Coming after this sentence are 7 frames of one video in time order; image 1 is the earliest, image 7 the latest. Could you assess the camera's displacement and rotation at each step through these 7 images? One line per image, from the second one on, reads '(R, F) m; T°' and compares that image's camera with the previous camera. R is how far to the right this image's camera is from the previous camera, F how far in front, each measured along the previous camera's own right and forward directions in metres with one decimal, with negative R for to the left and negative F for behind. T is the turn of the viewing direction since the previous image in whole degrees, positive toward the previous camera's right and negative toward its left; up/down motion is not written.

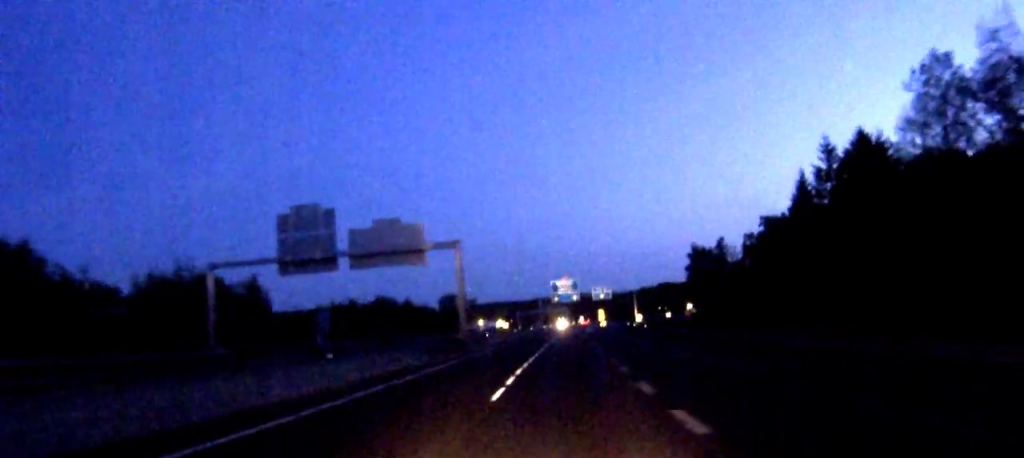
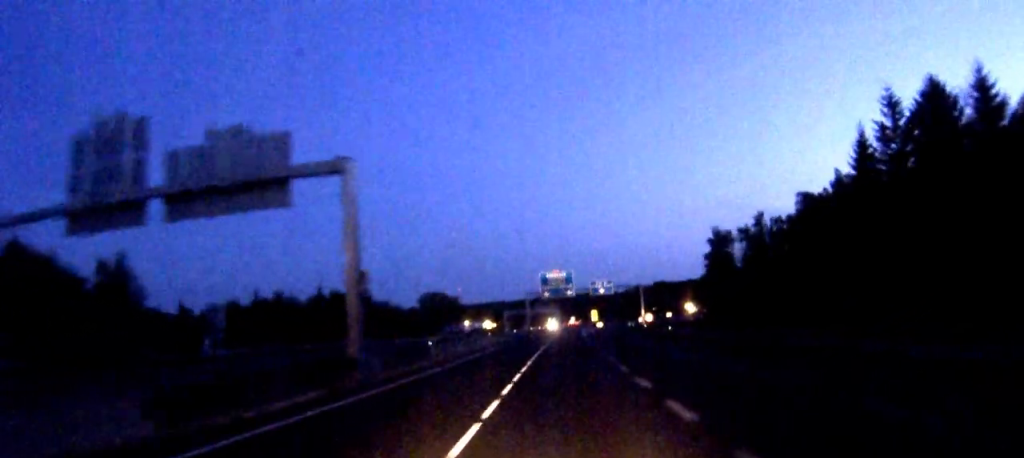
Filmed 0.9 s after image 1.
(+0.3, +24.0) m; +1°
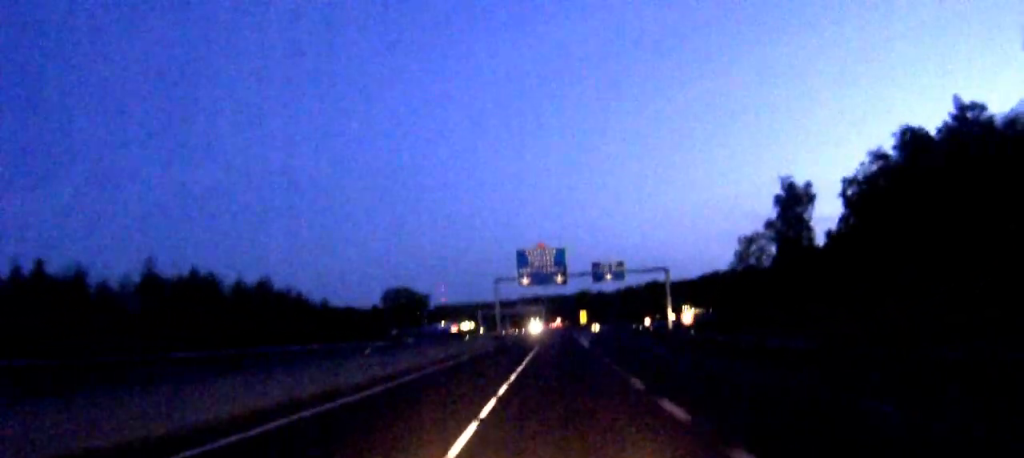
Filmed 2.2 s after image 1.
(+0.2, +37.4) m; 0°
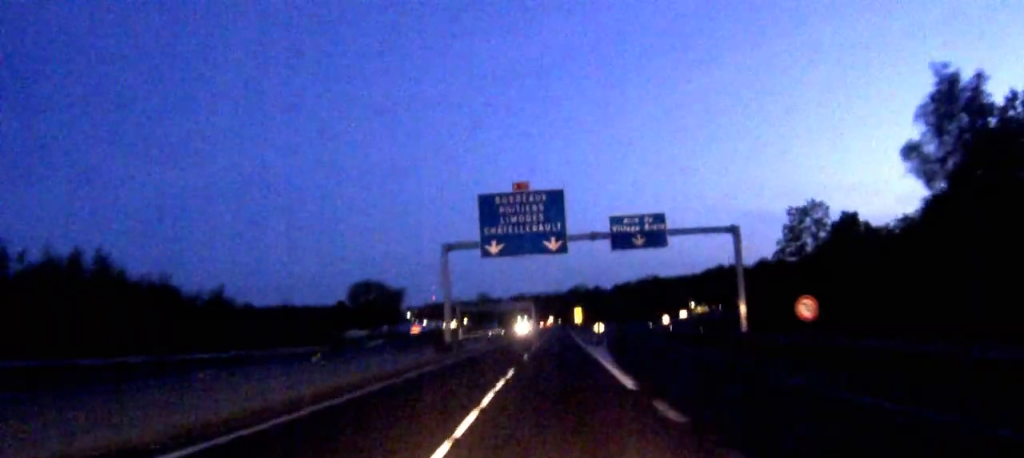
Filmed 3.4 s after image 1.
(+0.1, +32.1) m; 0°
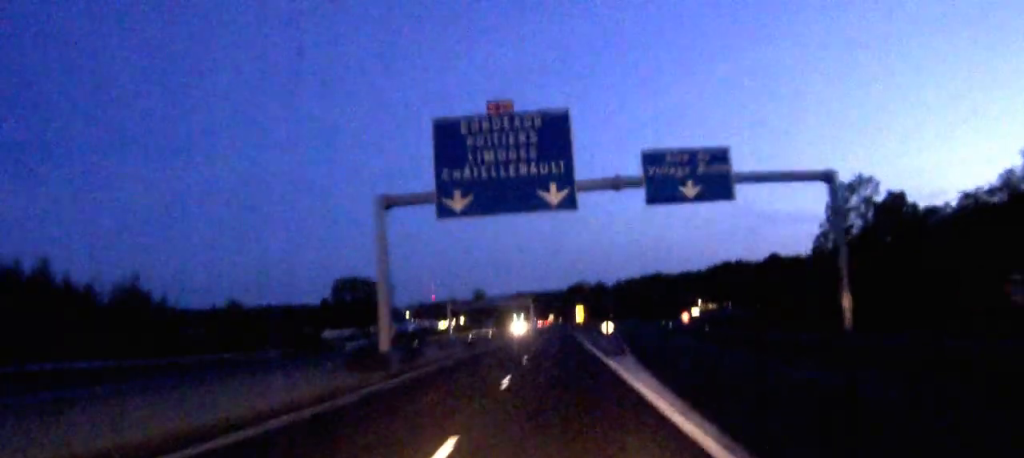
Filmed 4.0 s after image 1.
(0.0, +16.8) m; 0°
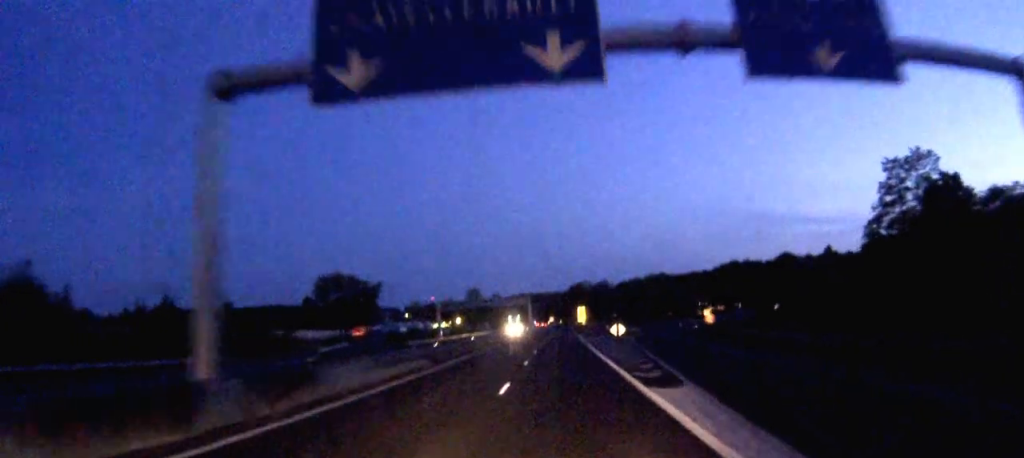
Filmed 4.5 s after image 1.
(0.0, +15.0) m; 0°
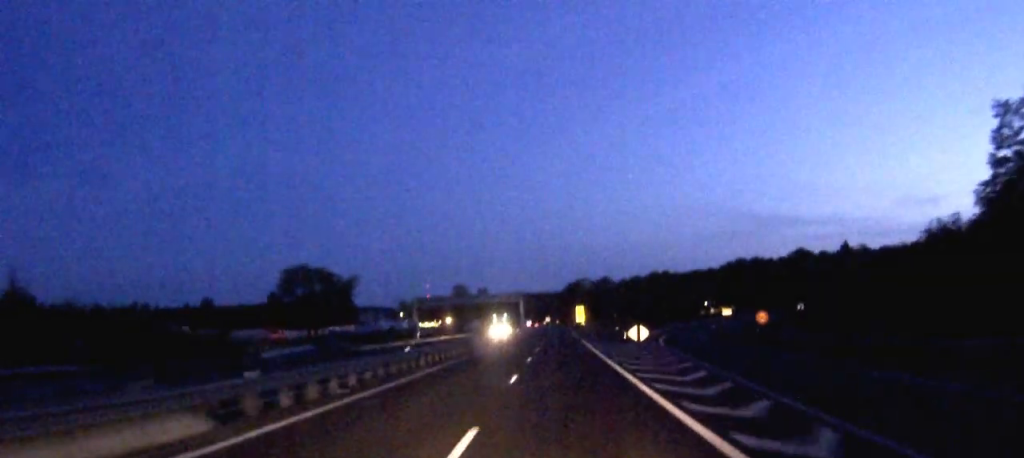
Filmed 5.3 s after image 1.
(0.0, +22.4) m; 0°
